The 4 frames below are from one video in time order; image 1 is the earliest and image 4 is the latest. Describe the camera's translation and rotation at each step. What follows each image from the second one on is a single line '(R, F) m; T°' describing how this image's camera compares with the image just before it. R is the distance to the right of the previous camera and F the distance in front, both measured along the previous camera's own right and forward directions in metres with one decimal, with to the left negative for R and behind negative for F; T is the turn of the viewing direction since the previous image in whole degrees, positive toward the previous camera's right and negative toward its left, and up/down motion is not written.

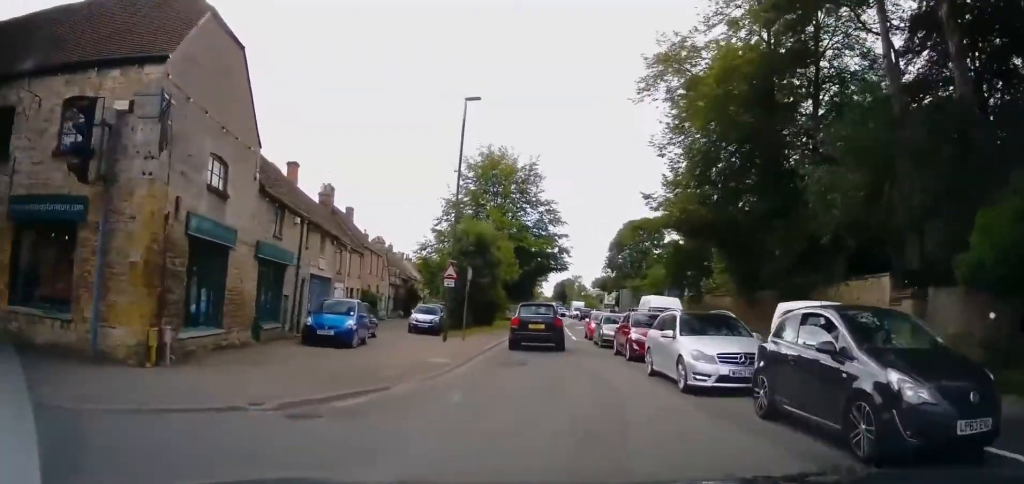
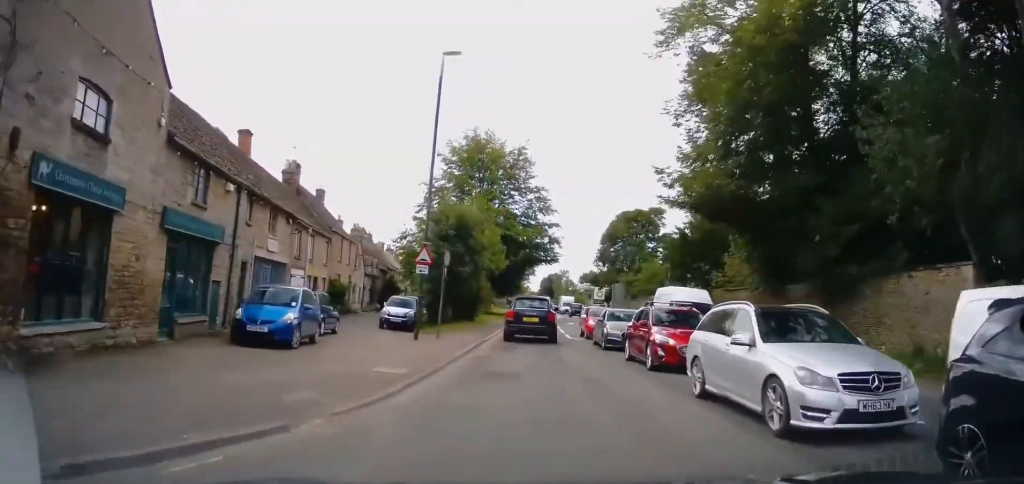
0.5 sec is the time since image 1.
(+0.1, +4.3) m; +1°
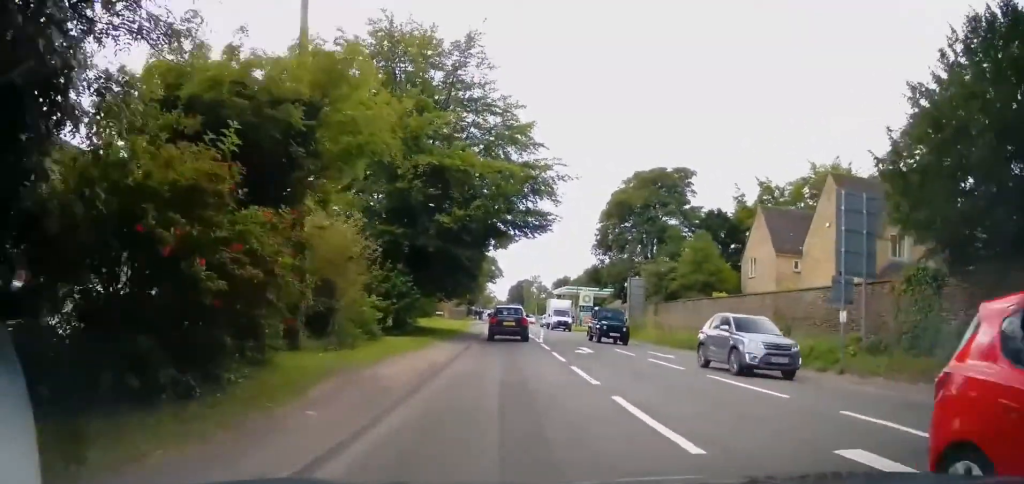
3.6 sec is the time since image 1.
(+1.4, +27.6) m; +3°
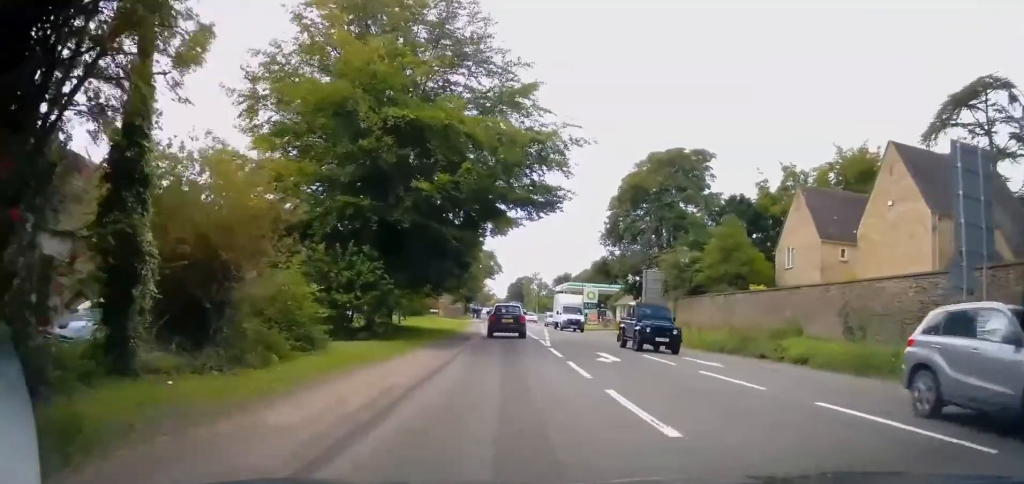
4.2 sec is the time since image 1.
(+0.1, +5.5) m; 0°
